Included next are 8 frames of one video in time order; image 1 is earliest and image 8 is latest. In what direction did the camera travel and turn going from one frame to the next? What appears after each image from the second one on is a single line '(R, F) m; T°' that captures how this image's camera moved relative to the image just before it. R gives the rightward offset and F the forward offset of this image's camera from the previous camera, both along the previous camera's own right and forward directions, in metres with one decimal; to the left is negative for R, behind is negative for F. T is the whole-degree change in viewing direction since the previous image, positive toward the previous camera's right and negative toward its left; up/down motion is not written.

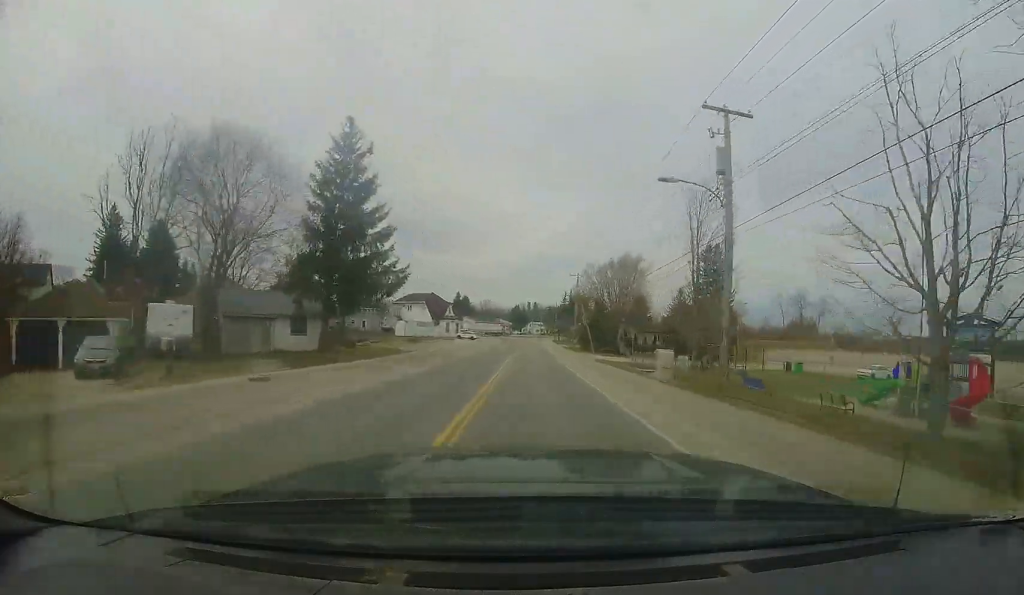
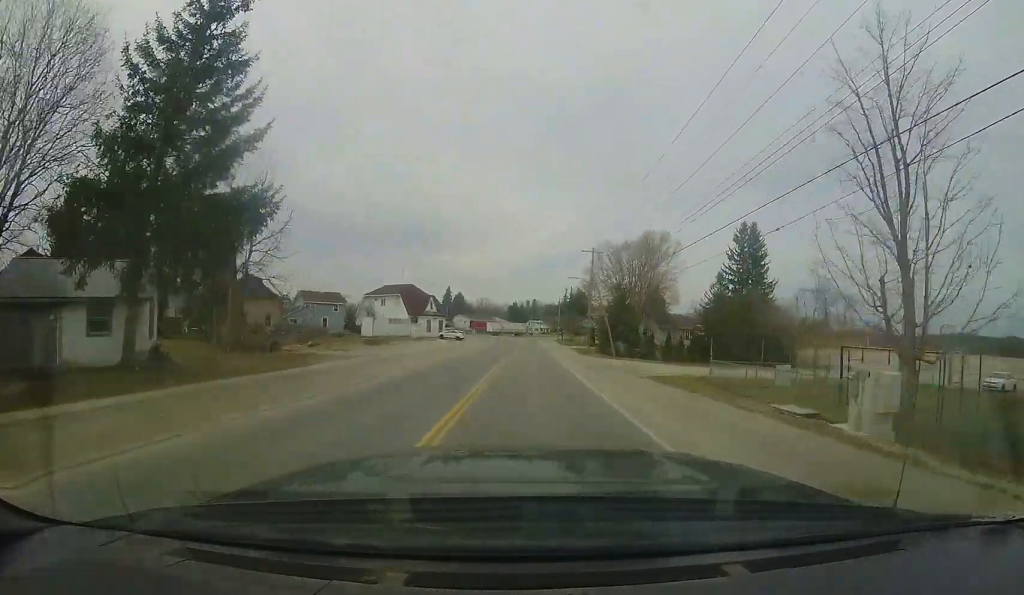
(+0.2, +14.0) m; 0°
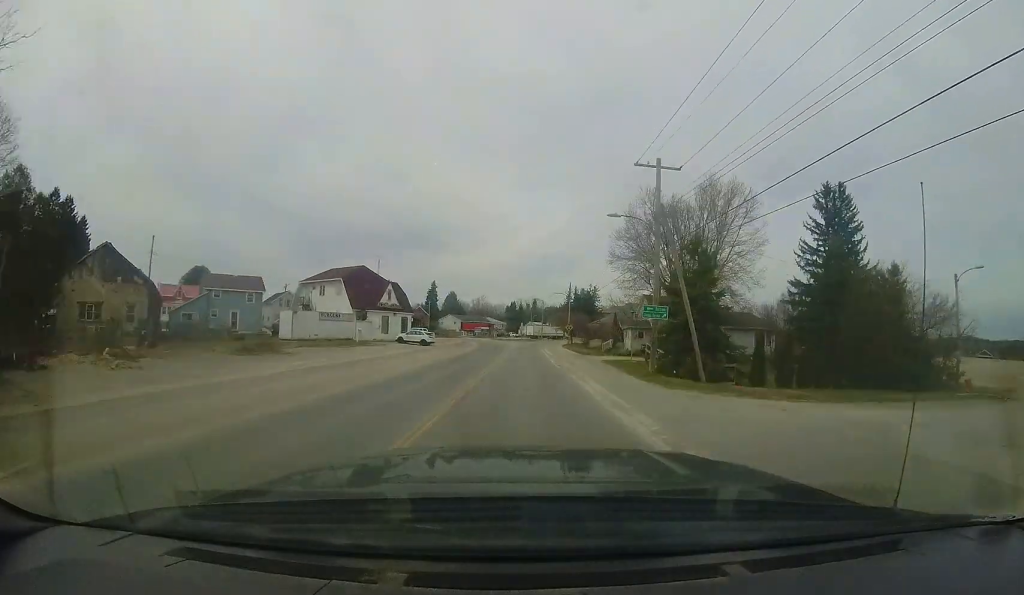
(-0.4, +20.0) m; 0°
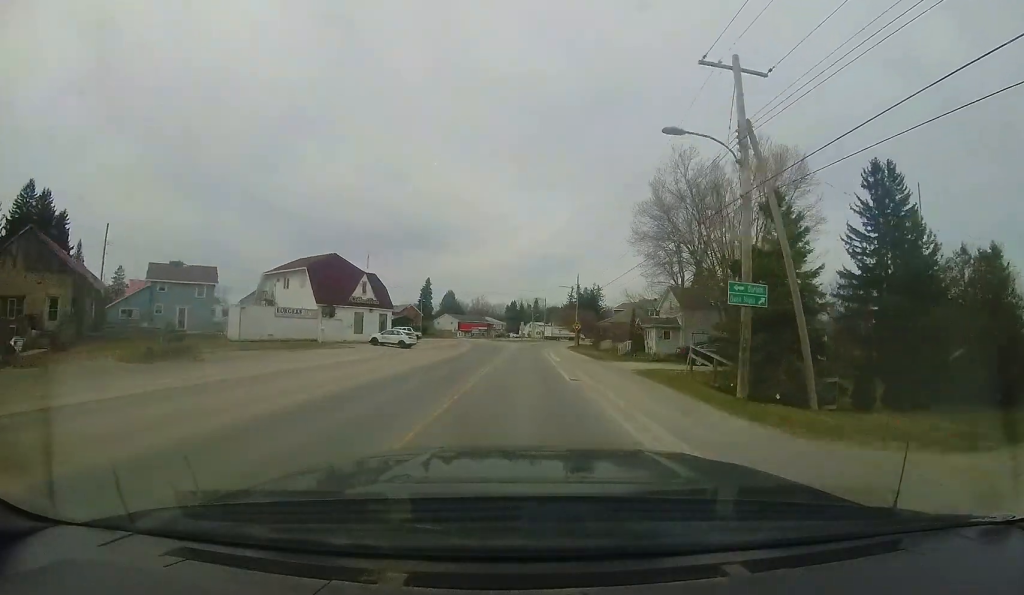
(+0.1, +7.8) m; 0°
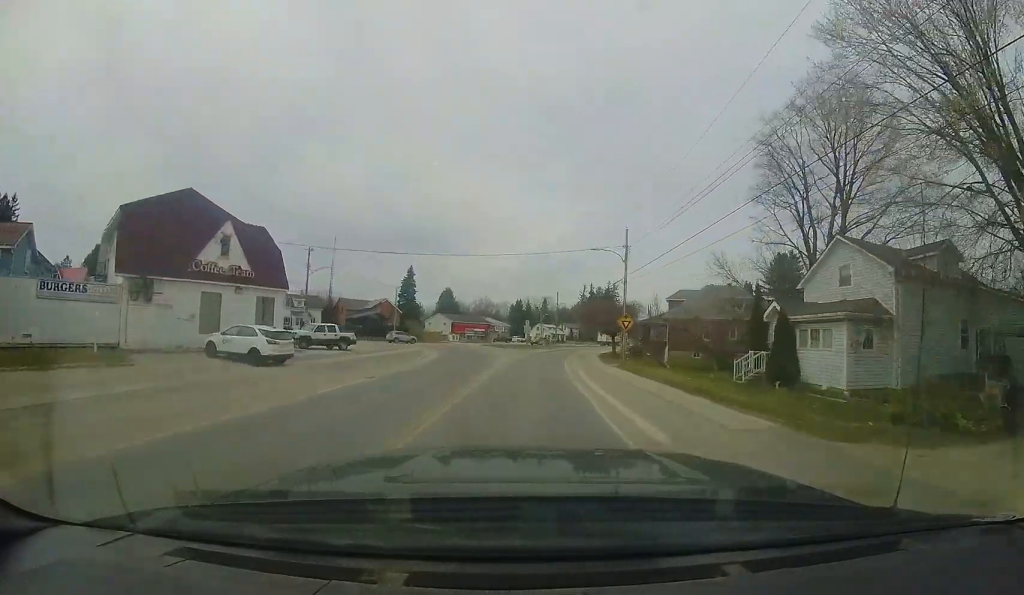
(+0.1, +21.1) m; 0°
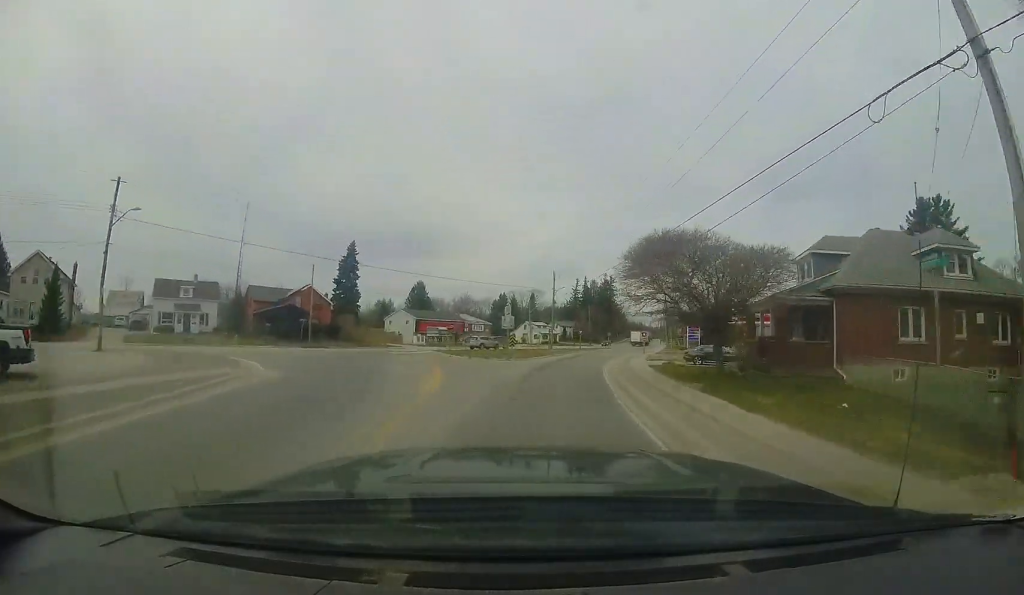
(+0.2, +22.1) m; +3°
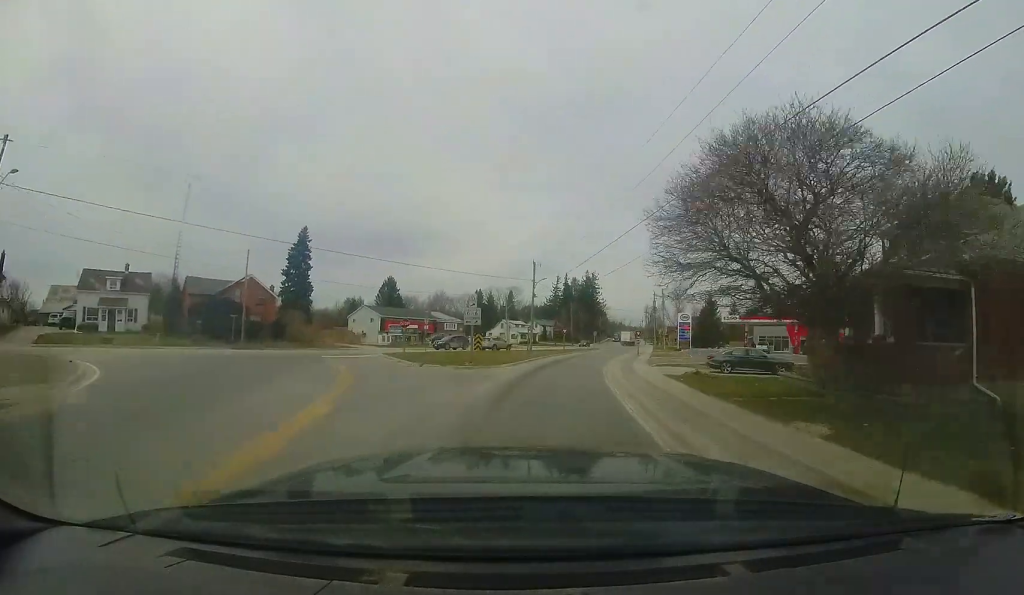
(+0.1, +7.0) m; +1°
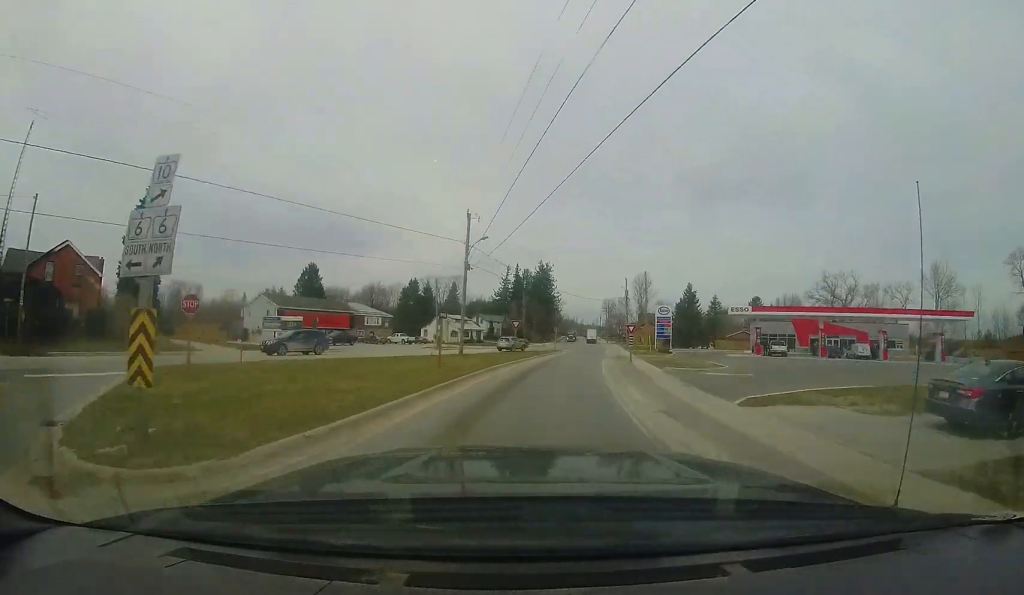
(+0.3, +15.8) m; +4°
